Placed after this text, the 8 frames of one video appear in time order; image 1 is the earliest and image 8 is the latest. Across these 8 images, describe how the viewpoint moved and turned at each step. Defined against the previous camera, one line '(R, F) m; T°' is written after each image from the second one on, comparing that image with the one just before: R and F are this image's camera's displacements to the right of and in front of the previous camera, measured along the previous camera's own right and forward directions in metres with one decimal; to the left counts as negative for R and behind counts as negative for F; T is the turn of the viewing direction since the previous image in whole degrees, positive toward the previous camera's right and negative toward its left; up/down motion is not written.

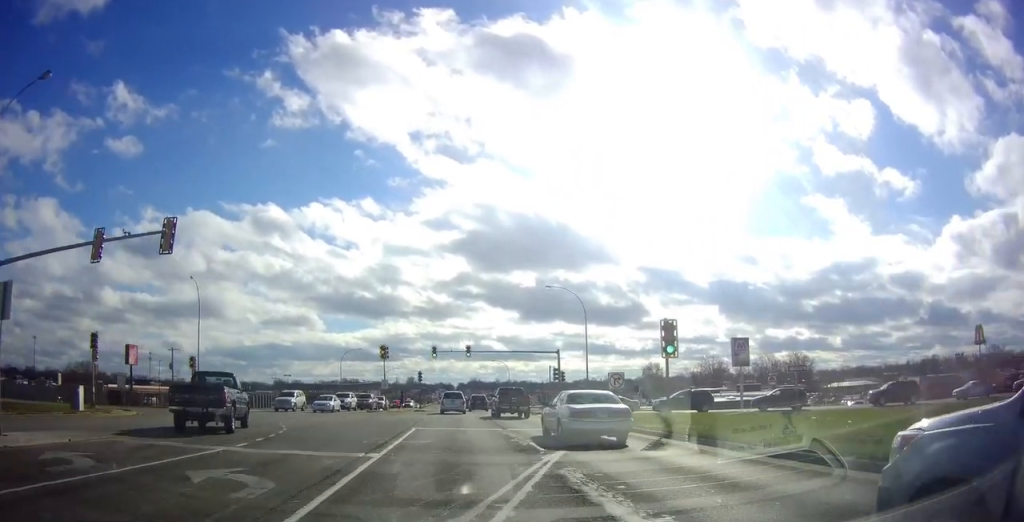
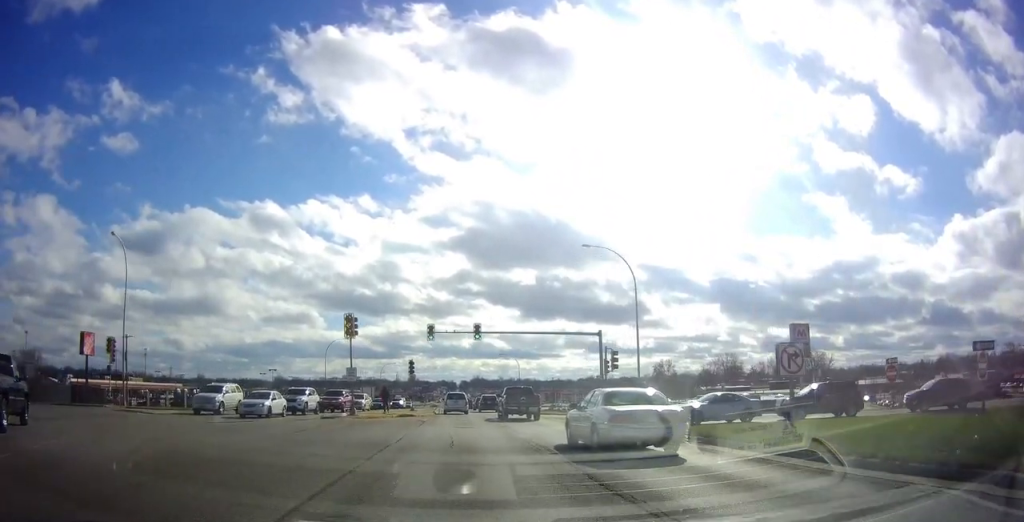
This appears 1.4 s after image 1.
(+0.1, +10.0) m; 0°
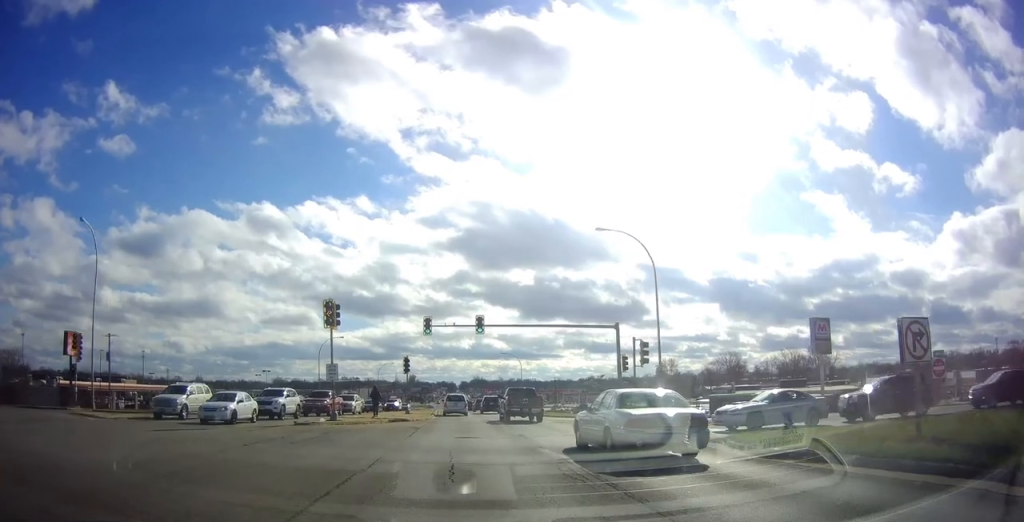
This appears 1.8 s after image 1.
(0.0, +3.8) m; 0°
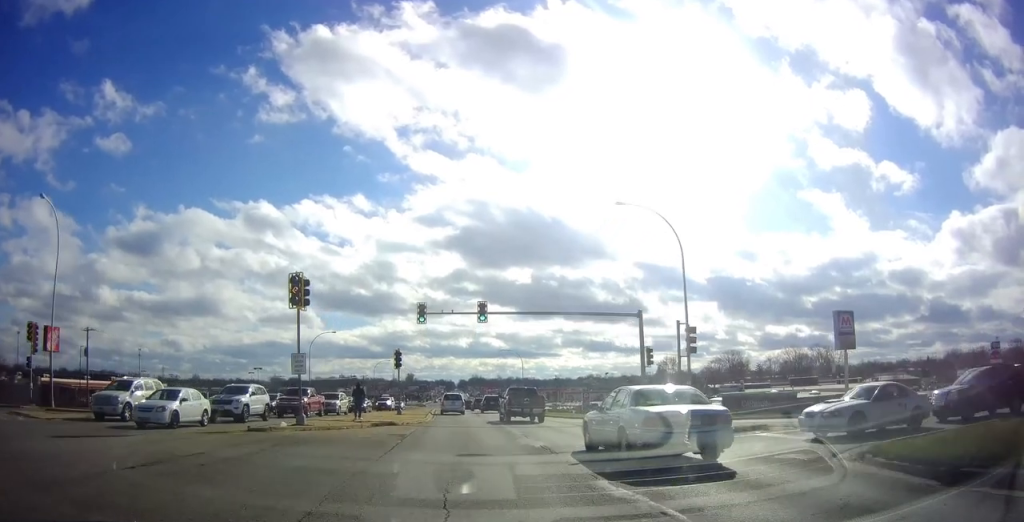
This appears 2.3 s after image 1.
(0.0, +4.9) m; 0°
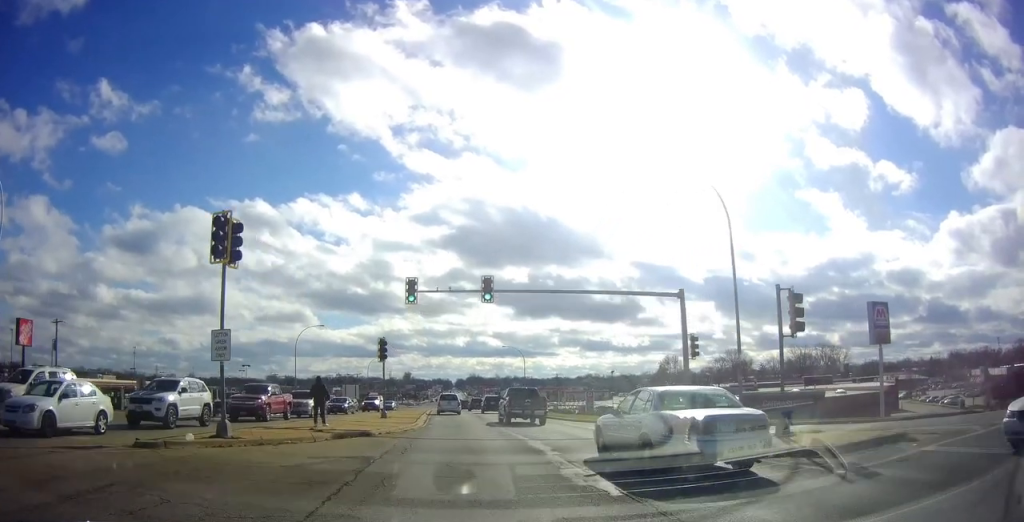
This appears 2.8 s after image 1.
(0.0, +6.3) m; 0°
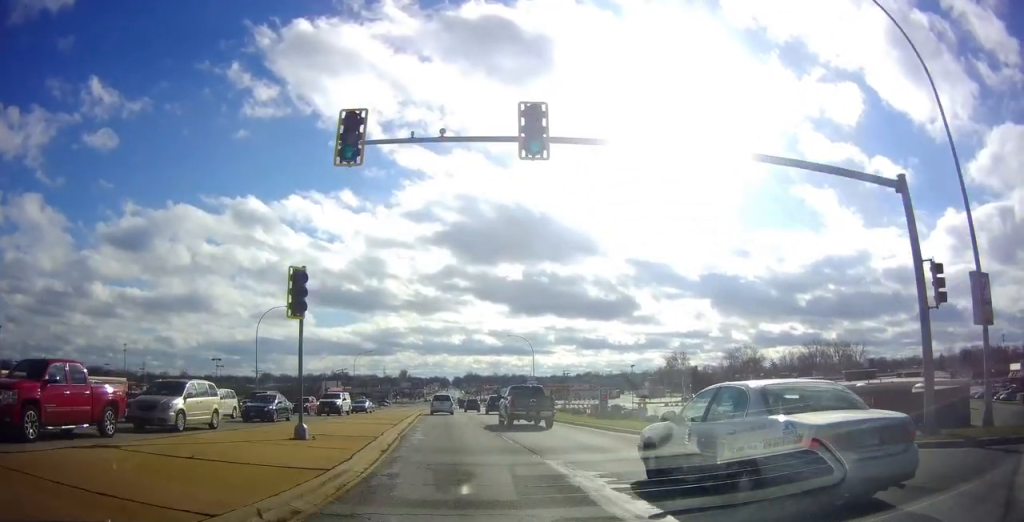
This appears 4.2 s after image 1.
(-0.1, +18.1) m; 0°
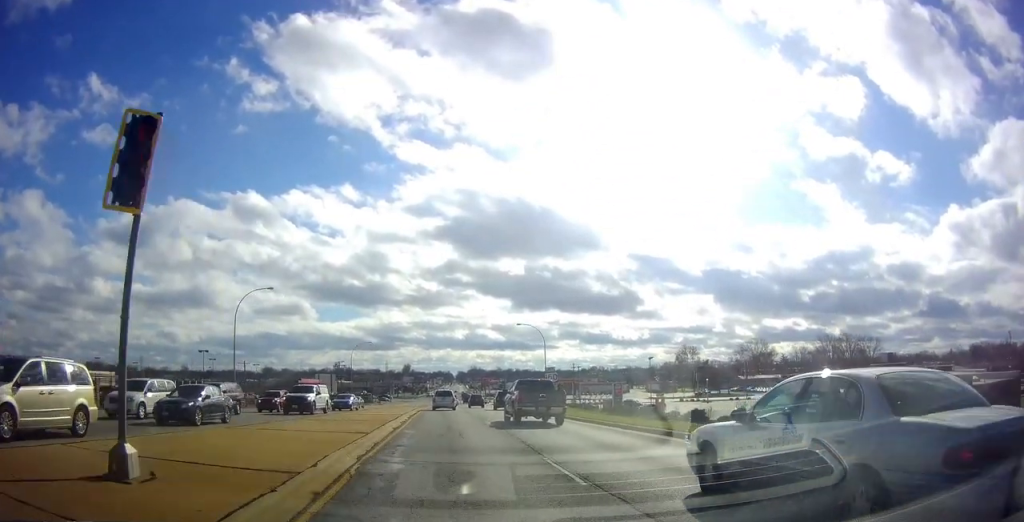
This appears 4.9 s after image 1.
(0.0, +10.0) m; 0°
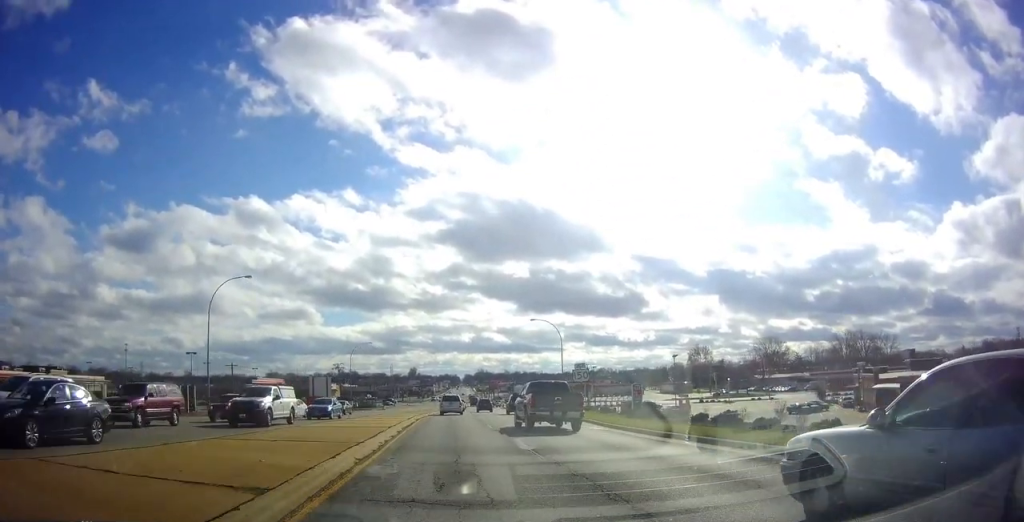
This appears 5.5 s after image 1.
(0.0, +10.1) m; 0°
